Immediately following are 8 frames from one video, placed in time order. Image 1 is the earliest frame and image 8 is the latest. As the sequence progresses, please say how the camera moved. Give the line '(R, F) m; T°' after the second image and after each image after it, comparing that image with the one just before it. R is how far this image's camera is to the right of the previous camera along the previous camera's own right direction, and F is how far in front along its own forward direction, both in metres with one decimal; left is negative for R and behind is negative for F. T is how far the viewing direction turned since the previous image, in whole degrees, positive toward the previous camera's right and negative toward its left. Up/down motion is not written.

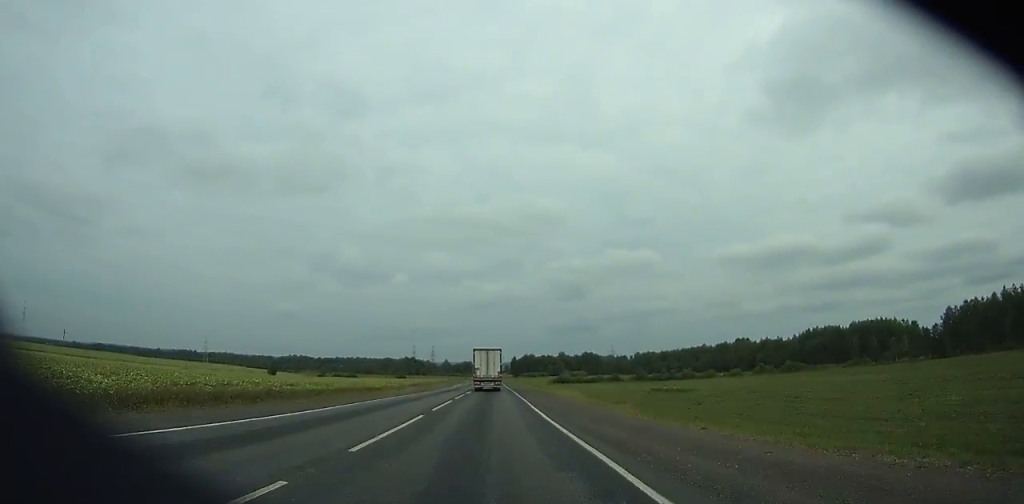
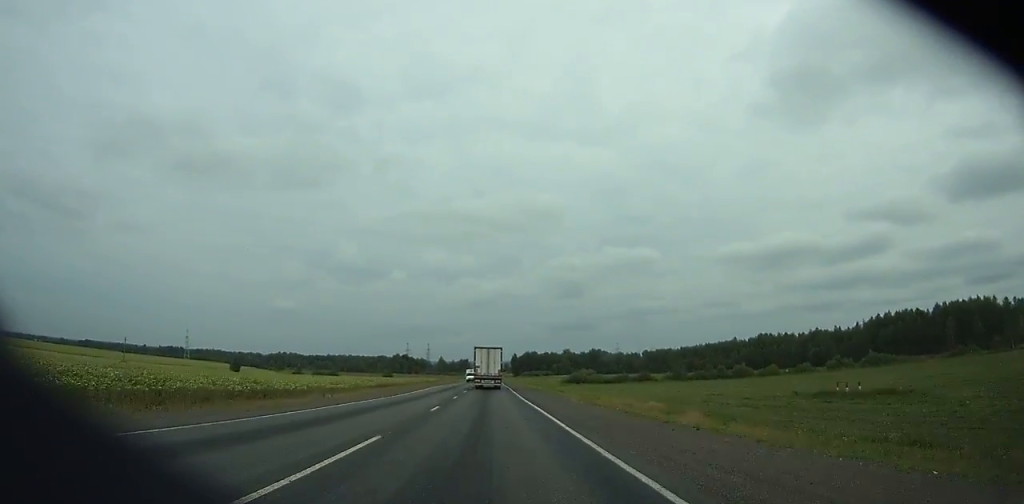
(+0.1, +44.5) m; 0°
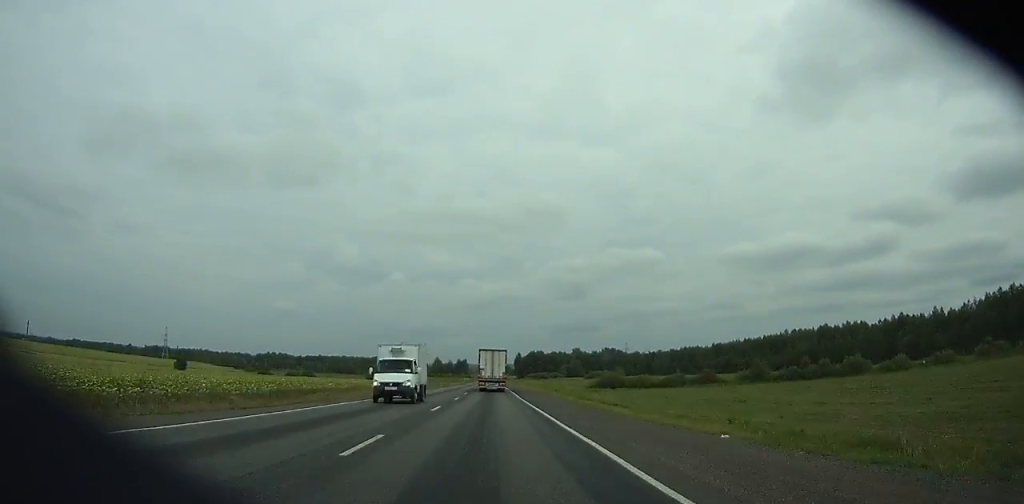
(0.0, +49.2) m; 0°
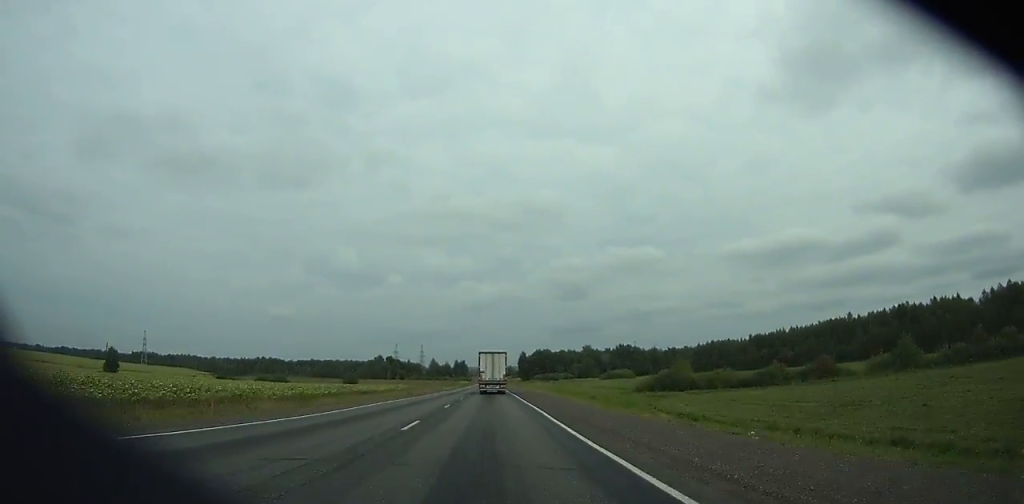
(-0.1, +42.7) m; 0°
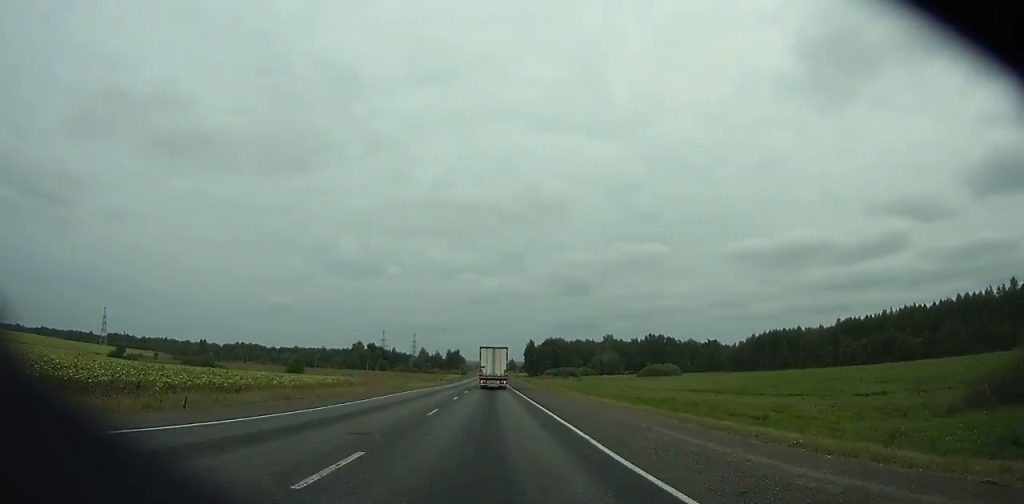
(-0.2, +69.8) m; 0°
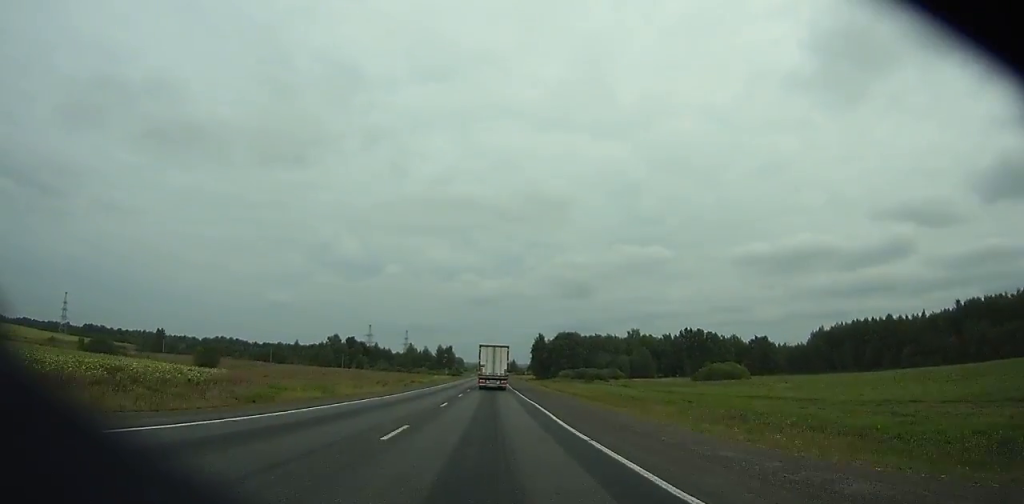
(0.0, +56.1) m; 0°
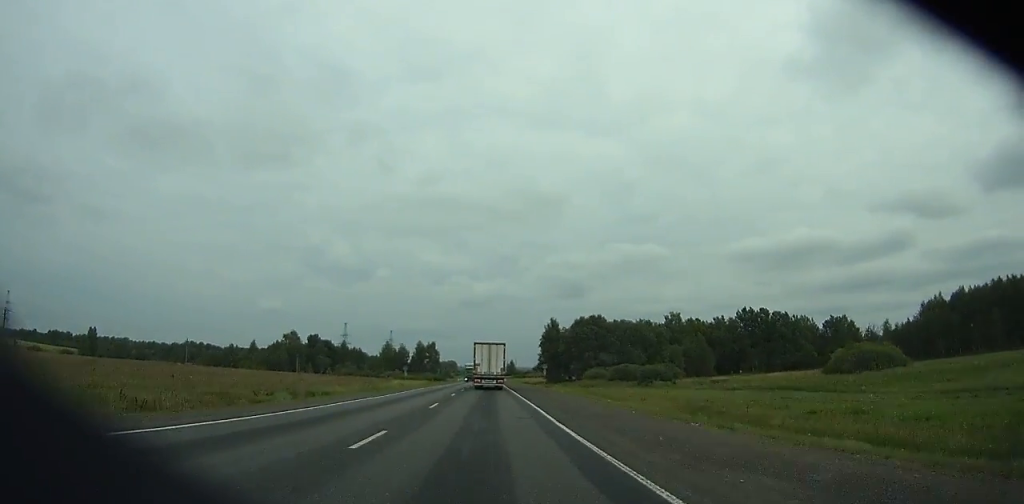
(+0.1, +62.3) m; 0°
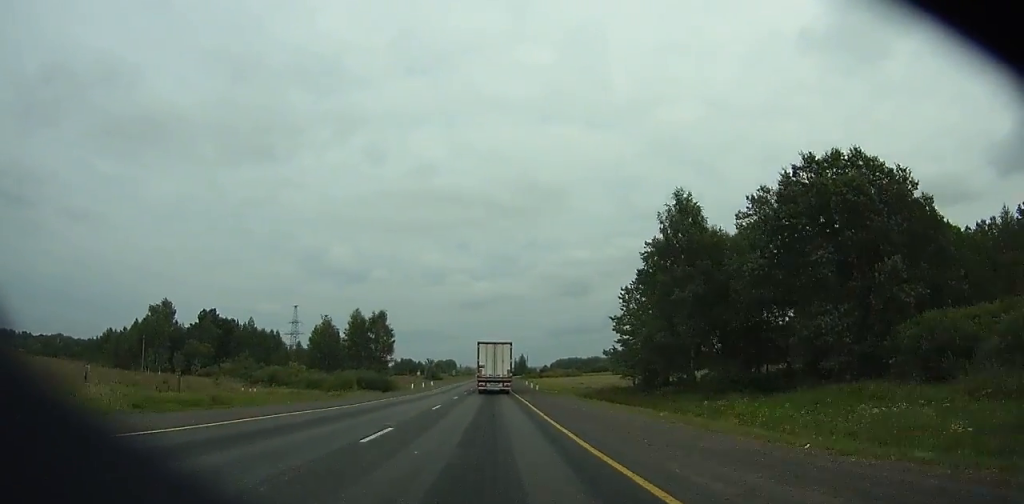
(+0.2, +107.5) m; 0°
